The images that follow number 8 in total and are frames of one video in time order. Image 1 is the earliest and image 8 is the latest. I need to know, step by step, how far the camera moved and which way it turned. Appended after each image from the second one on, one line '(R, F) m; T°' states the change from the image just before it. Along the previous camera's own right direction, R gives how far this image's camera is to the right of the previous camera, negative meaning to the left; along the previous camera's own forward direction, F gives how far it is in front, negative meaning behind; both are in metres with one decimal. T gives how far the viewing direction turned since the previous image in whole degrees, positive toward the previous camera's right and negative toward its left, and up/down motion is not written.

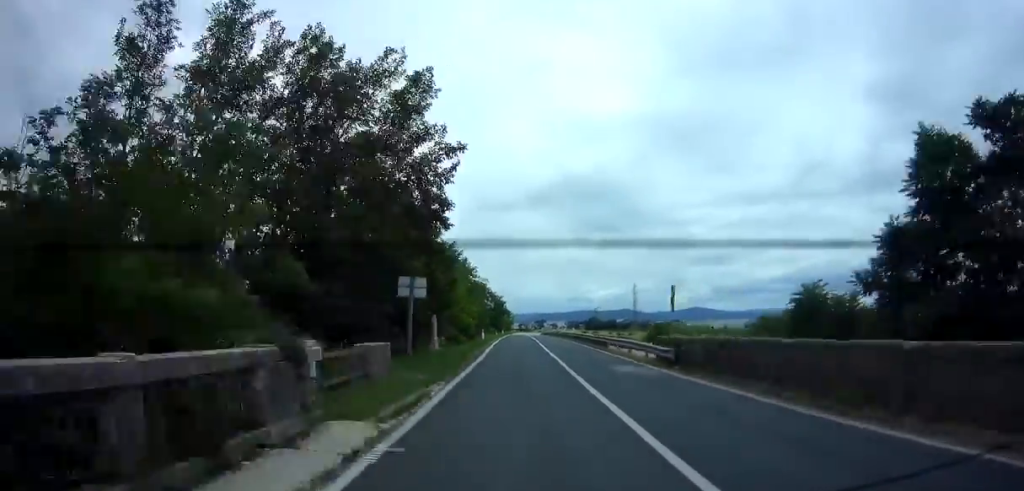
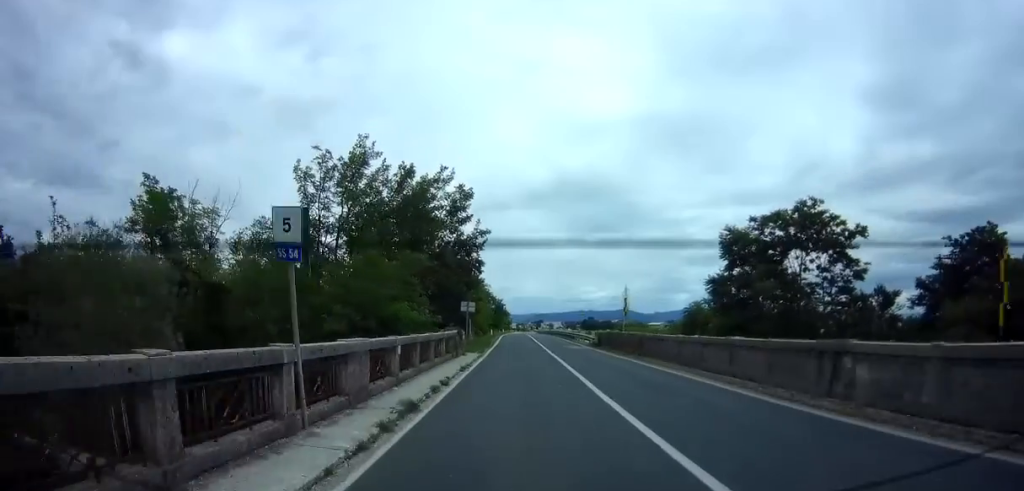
(-0.2, +18.2) m; 0°
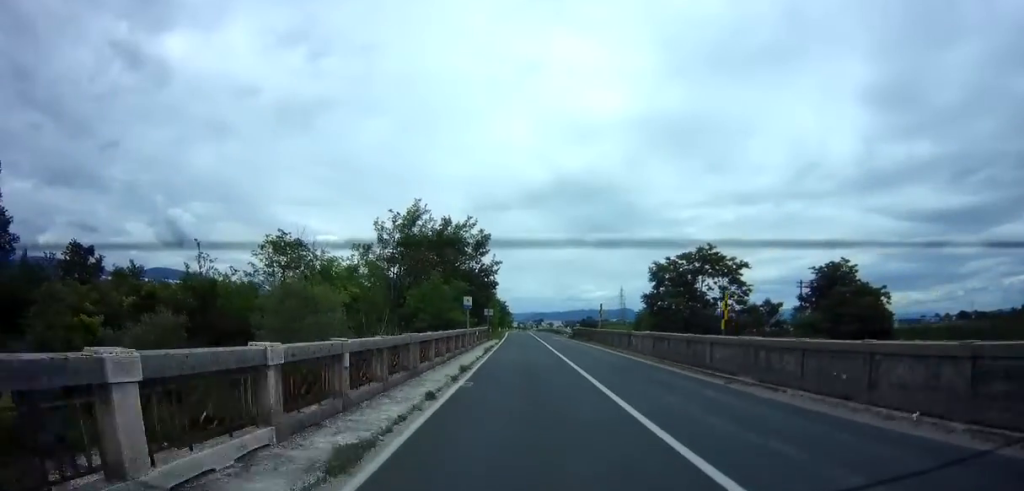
(0.0, +20.3) m; 0°
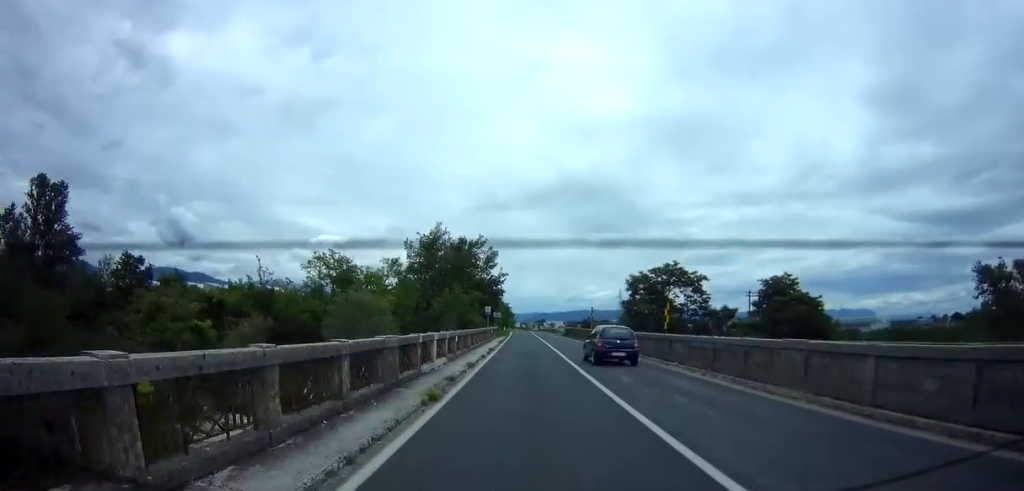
(+0.1, +12.8) m; 0°
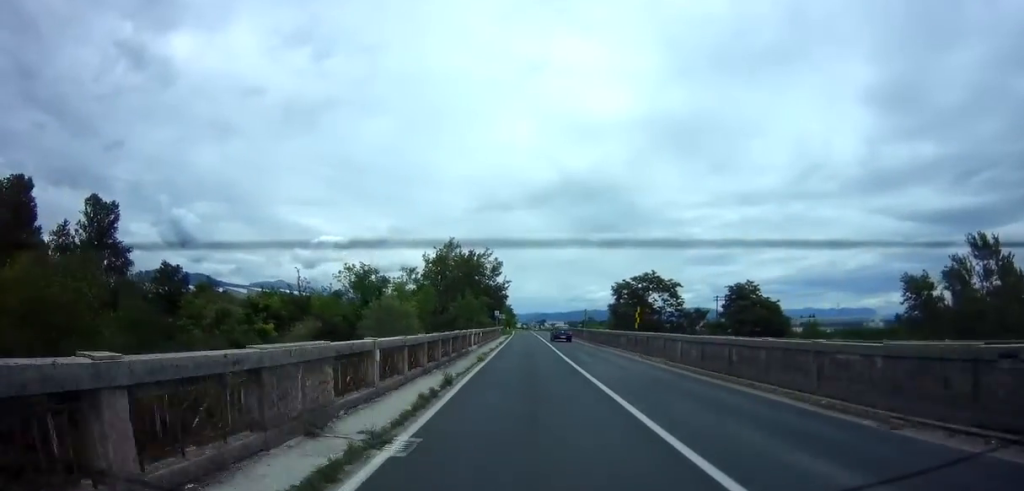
(-0.2, +11.5) m; 0°
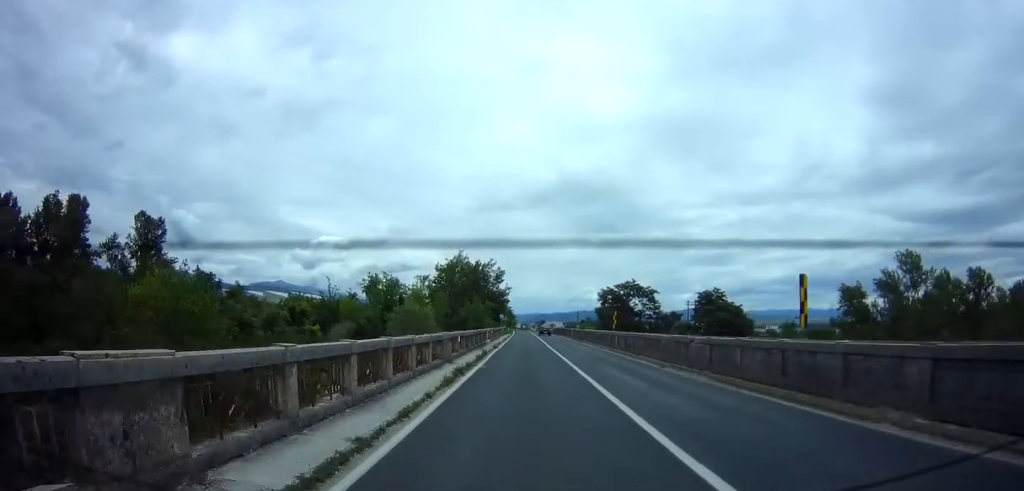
(+0.1, +12.8) m; +1°
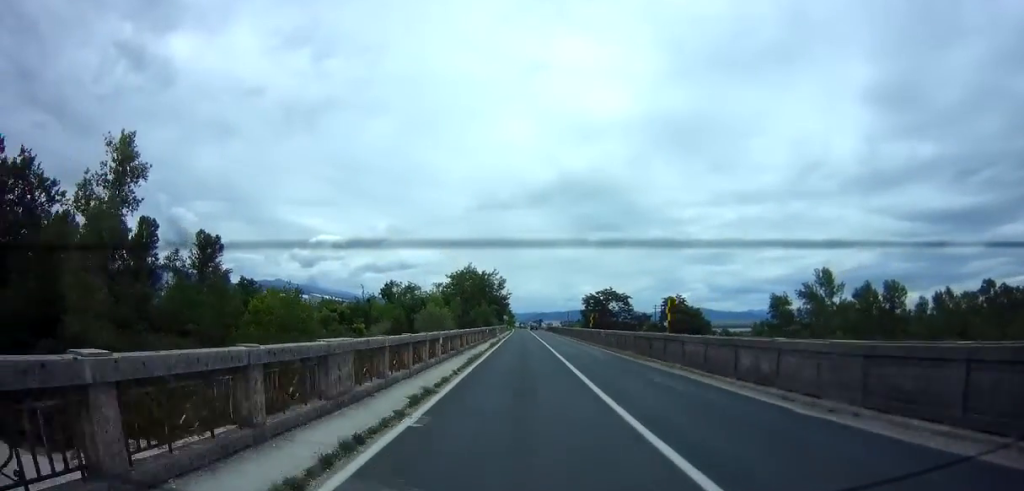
(+0.3, +20.2) m; 0°
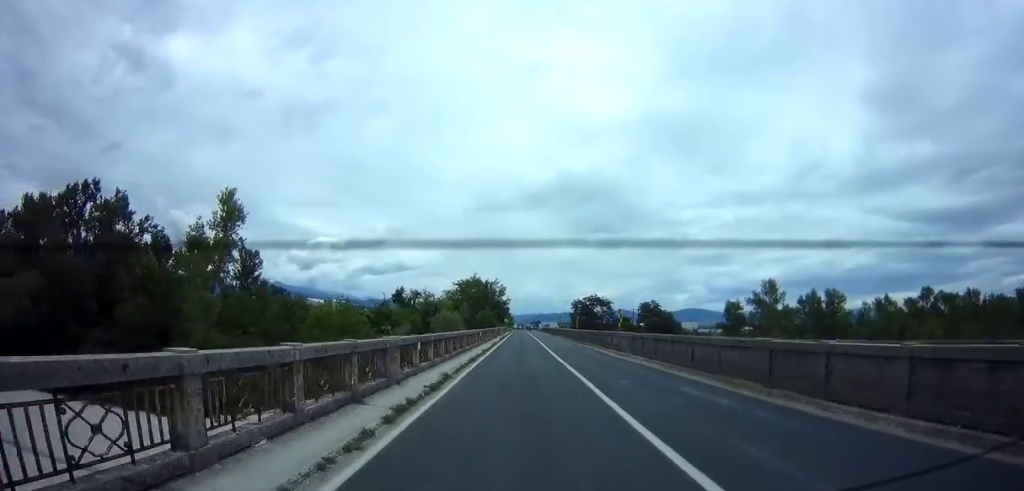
(-0.1, +19.5) m; -1°
